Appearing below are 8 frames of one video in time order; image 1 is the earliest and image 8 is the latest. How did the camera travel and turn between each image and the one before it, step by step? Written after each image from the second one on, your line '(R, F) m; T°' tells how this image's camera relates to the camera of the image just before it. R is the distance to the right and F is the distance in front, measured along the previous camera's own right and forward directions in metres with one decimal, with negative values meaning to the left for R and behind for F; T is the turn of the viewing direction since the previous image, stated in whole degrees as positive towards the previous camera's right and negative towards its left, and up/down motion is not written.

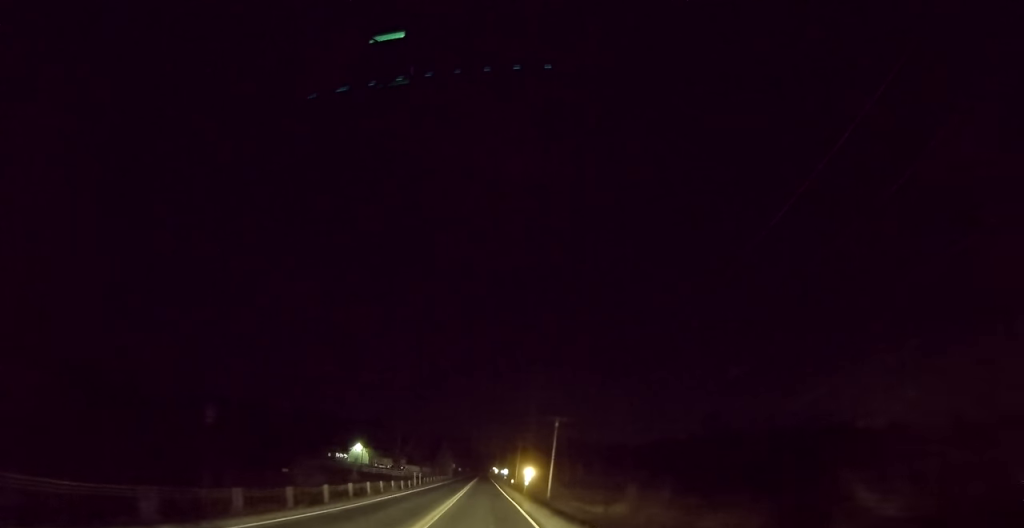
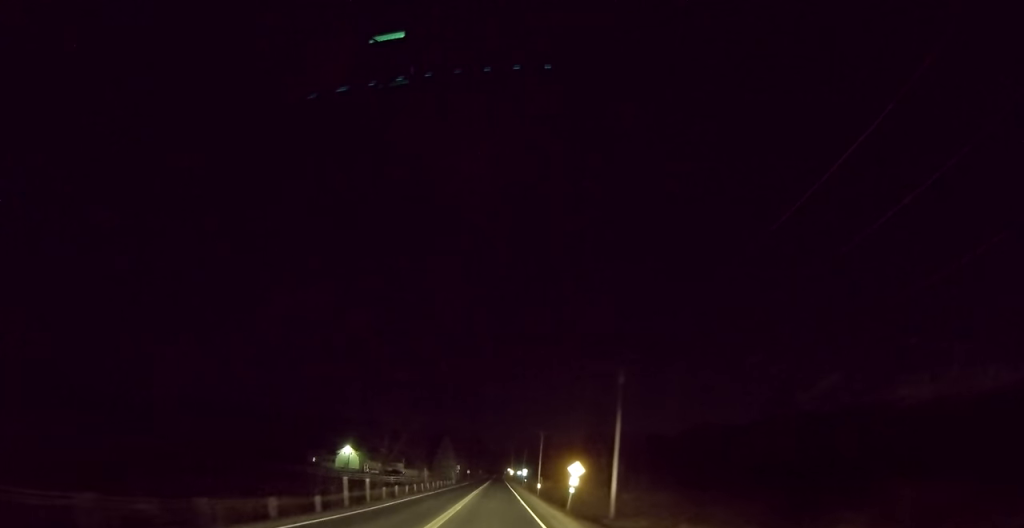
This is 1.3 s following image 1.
(-0.3, +32.3) m; -1°
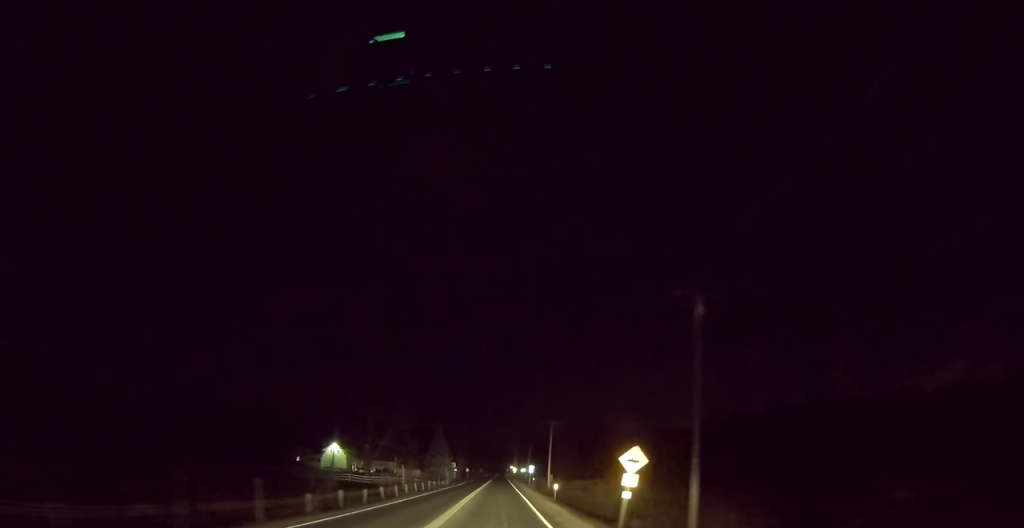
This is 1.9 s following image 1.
(-0.1, +15.7) m; -1°
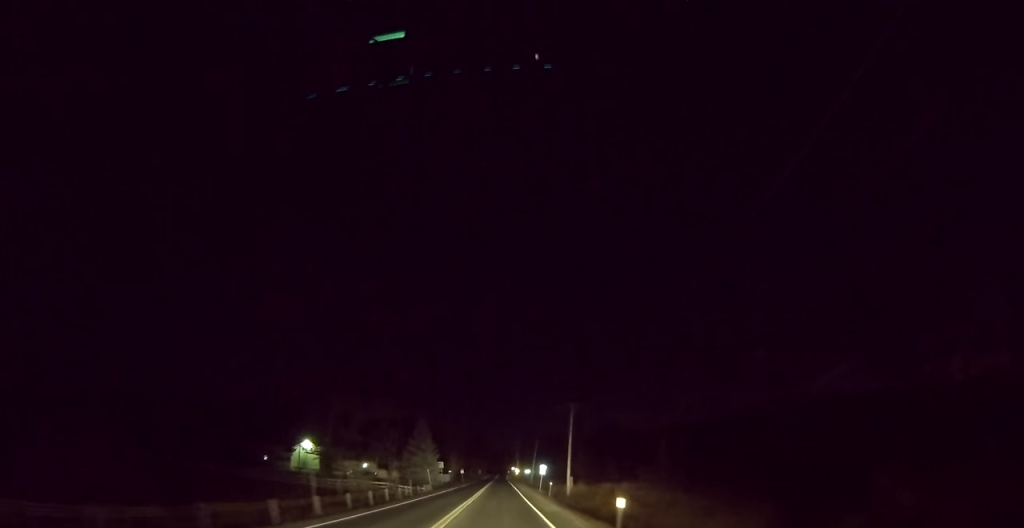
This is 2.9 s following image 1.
(-0.2, +23.1) m; -1°
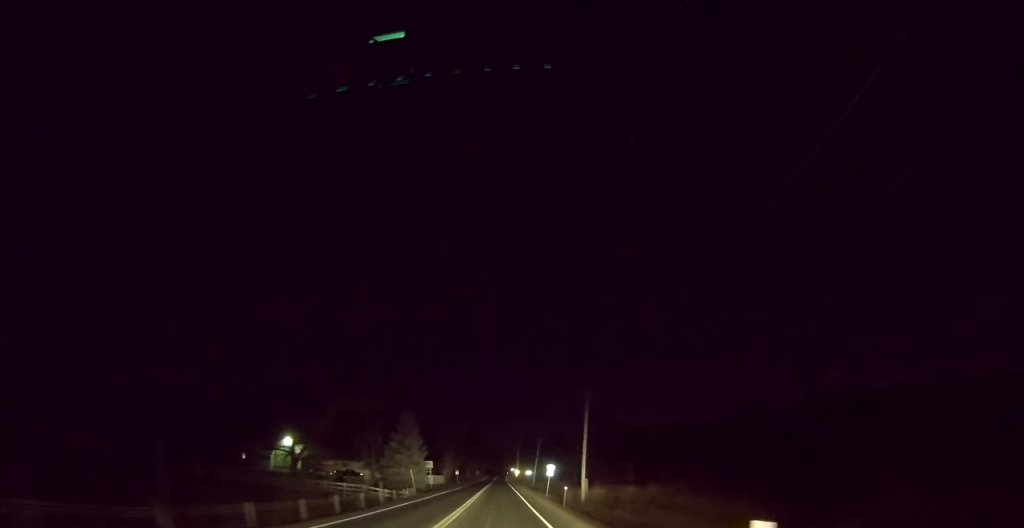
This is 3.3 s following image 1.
(0.0, +11.5) m; 0°
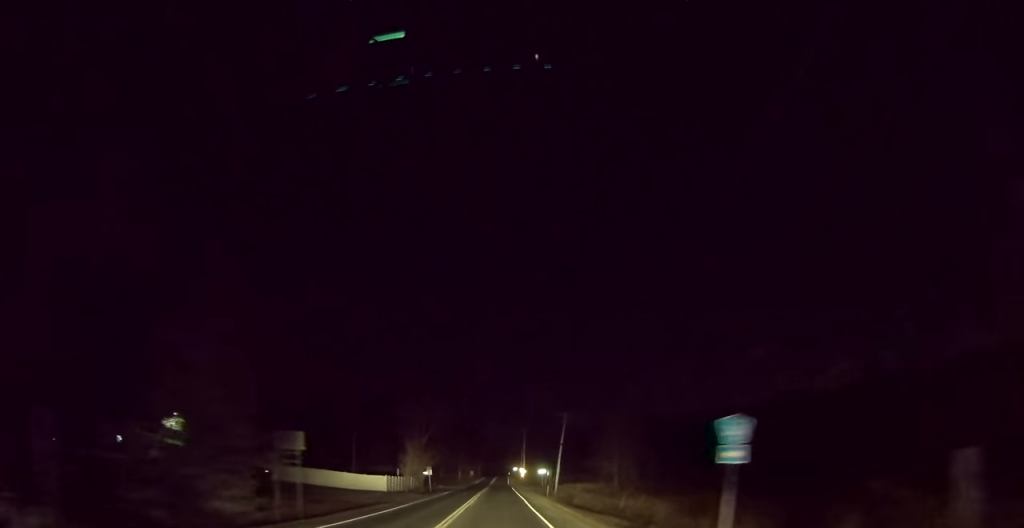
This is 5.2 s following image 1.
(+0.3, +45.4) m; +1°
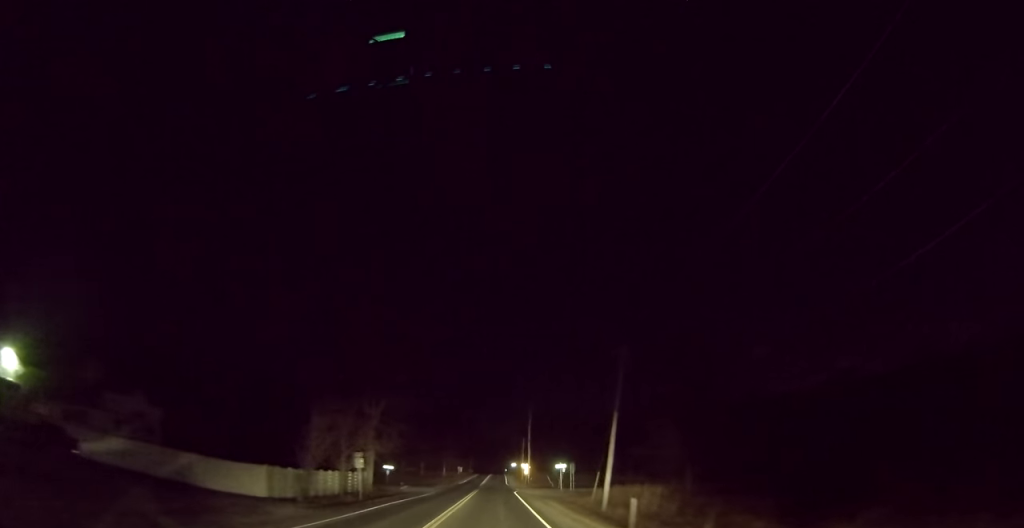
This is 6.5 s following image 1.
(-0.1, +33.8) m; 0°
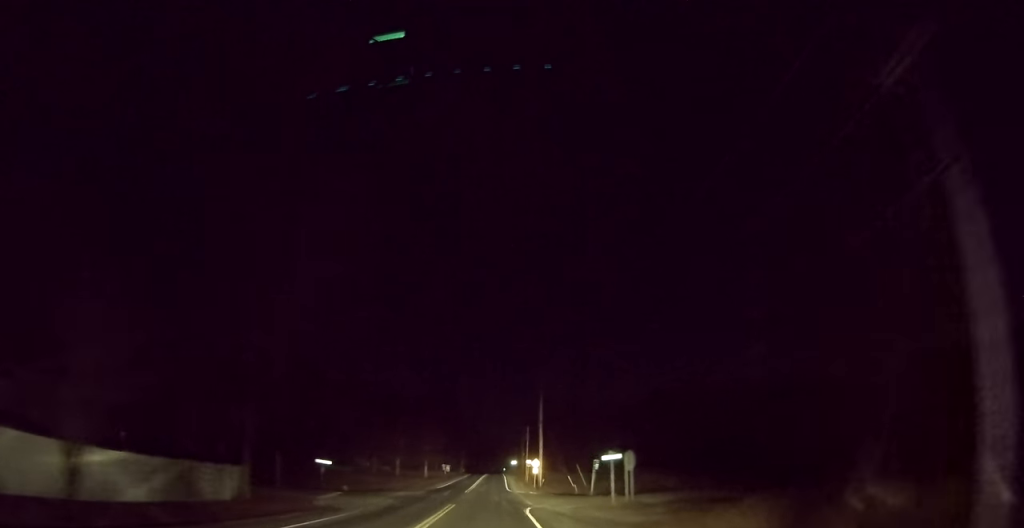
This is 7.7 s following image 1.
(+0.3, +29.7) m; 0°
